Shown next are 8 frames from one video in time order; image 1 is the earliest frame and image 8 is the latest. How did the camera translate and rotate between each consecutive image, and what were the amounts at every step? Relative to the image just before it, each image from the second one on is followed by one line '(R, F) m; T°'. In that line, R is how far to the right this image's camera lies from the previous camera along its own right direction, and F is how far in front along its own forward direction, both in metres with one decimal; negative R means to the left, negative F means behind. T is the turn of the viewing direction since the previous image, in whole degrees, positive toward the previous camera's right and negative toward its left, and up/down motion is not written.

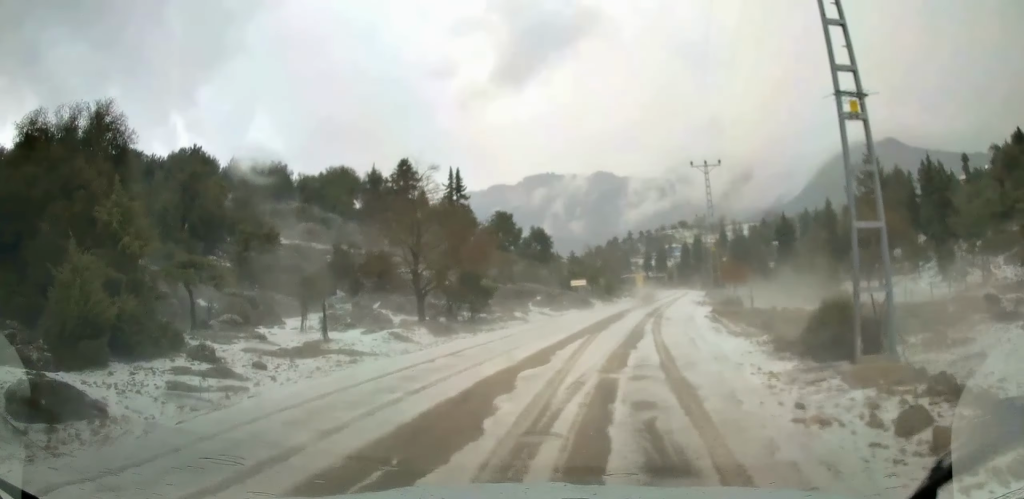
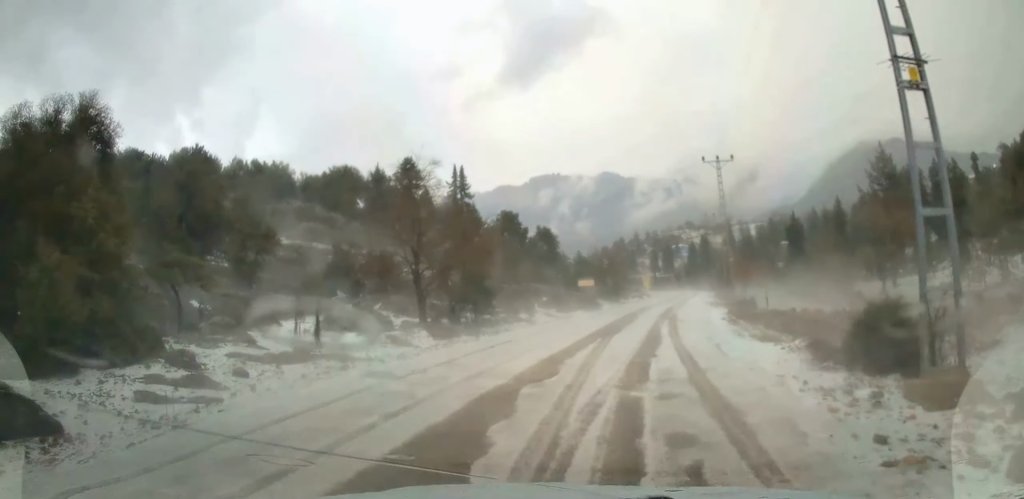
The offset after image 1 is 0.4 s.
(-0.1, +1.6) m; -2°
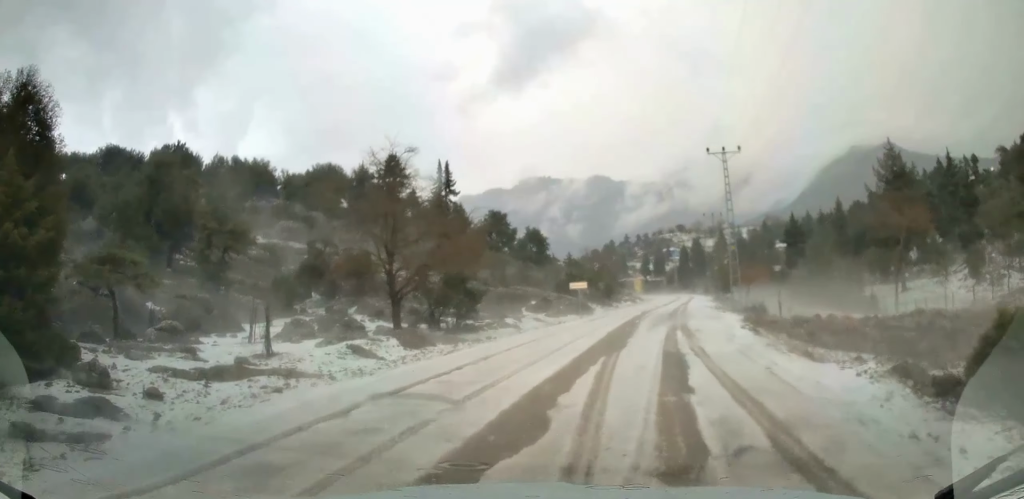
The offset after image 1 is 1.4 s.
(+0.1, +3.8) m; +6°
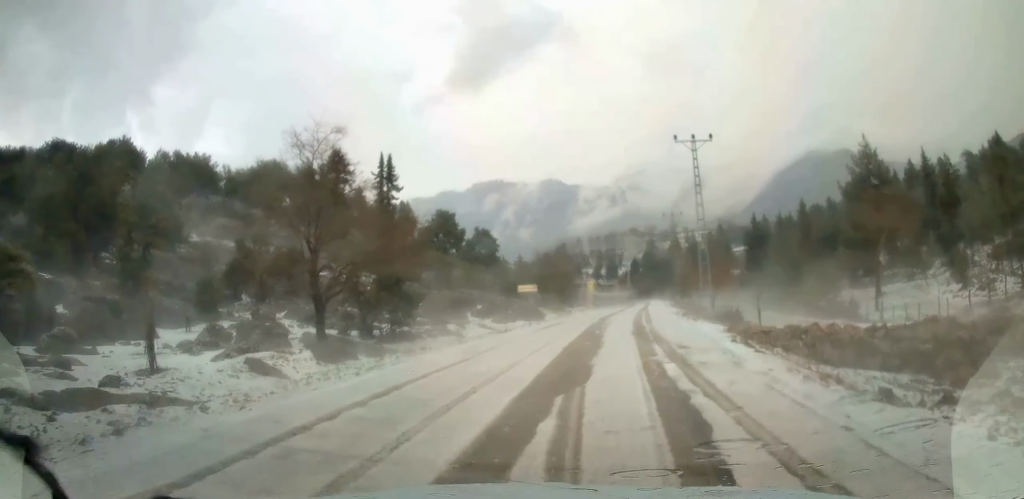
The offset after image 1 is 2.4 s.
(+0.3, +4.5) m; +3°
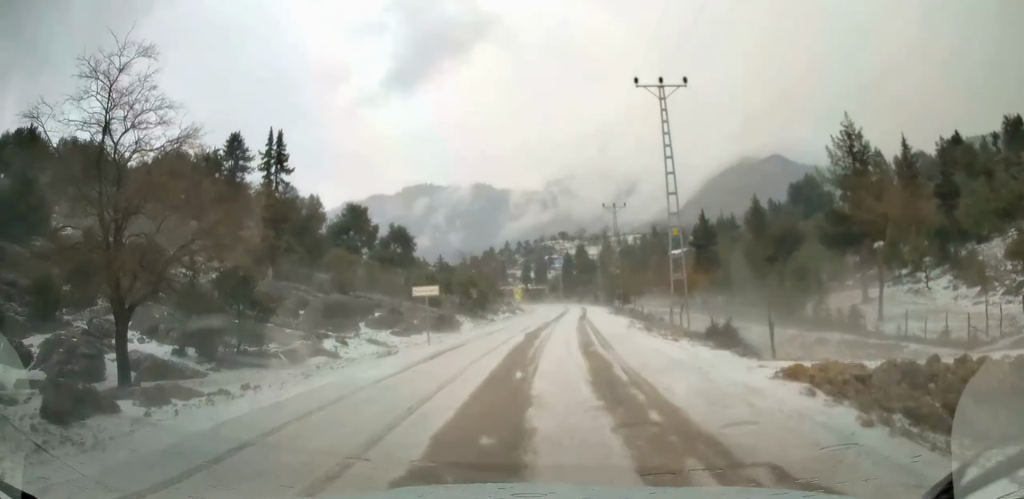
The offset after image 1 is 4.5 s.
(+0.5, +10.7) m; +7°
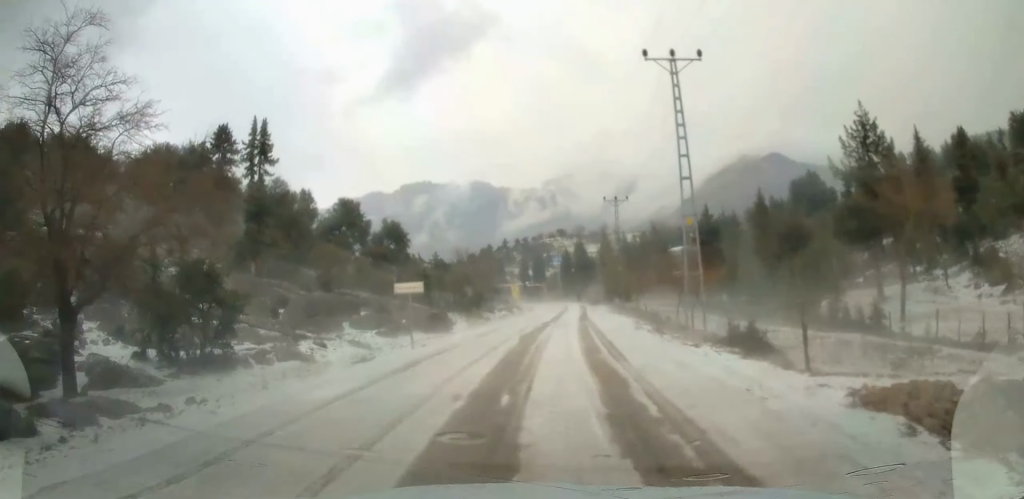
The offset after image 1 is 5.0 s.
(0.0, +2.9) m; 0°
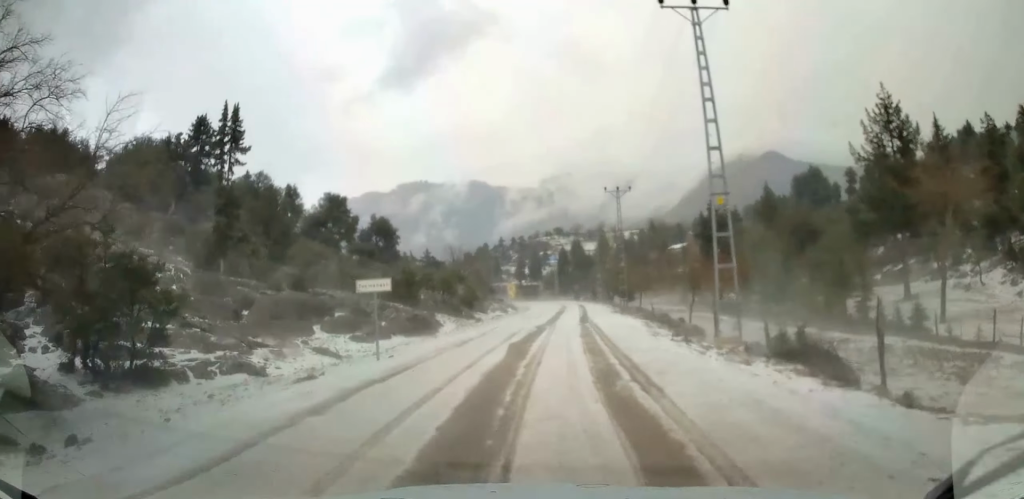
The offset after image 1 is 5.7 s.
(0.0, +4.3) m; -1°
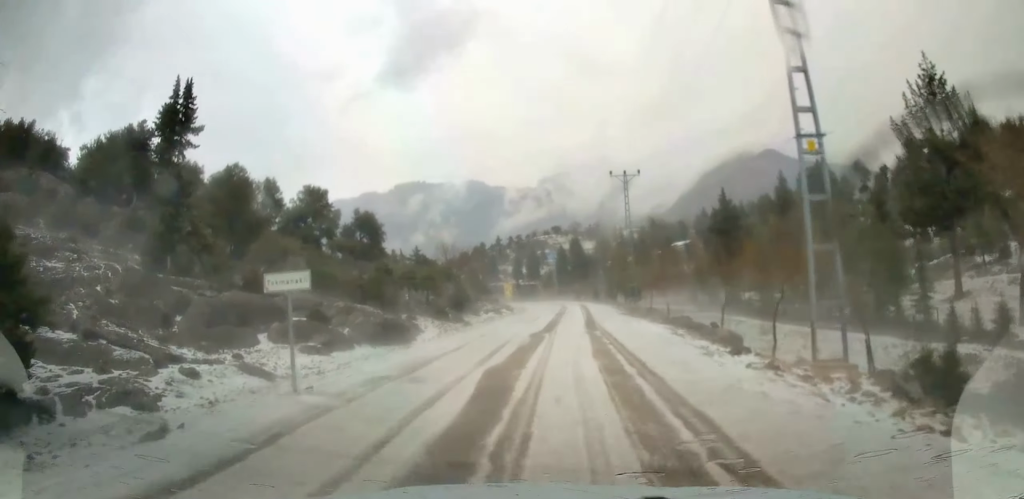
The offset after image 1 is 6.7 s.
(-0.1, +6.4) m; -1°
